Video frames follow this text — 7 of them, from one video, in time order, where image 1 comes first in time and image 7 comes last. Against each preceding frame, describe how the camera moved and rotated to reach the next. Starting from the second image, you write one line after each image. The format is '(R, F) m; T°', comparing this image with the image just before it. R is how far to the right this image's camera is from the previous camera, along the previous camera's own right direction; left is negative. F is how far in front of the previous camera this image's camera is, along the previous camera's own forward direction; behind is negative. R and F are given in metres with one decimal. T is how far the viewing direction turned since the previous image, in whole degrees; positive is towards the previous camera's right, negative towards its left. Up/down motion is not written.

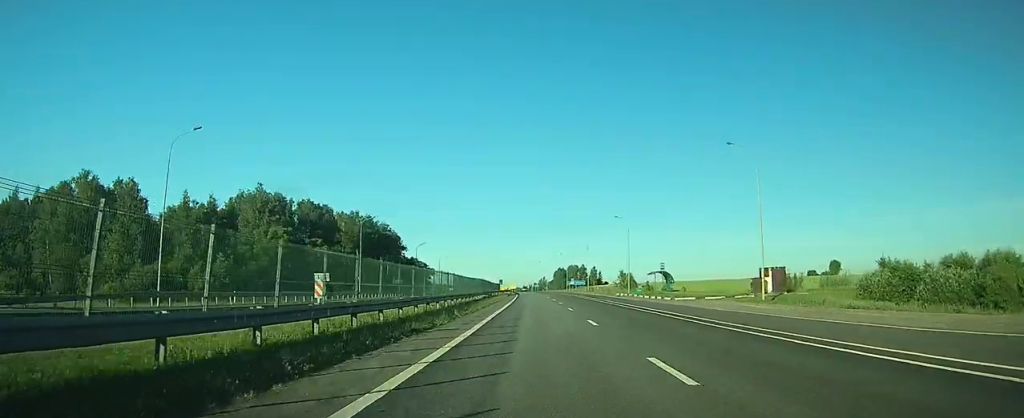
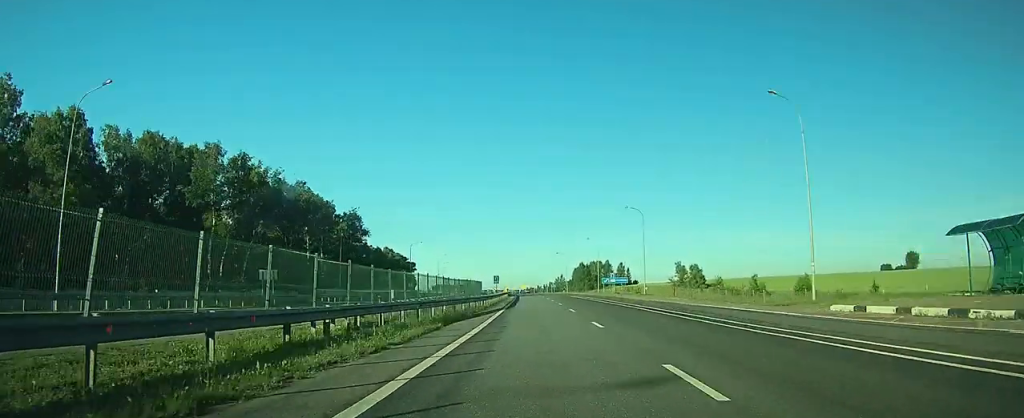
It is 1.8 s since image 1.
(-0.2, +60.9) m; 0°
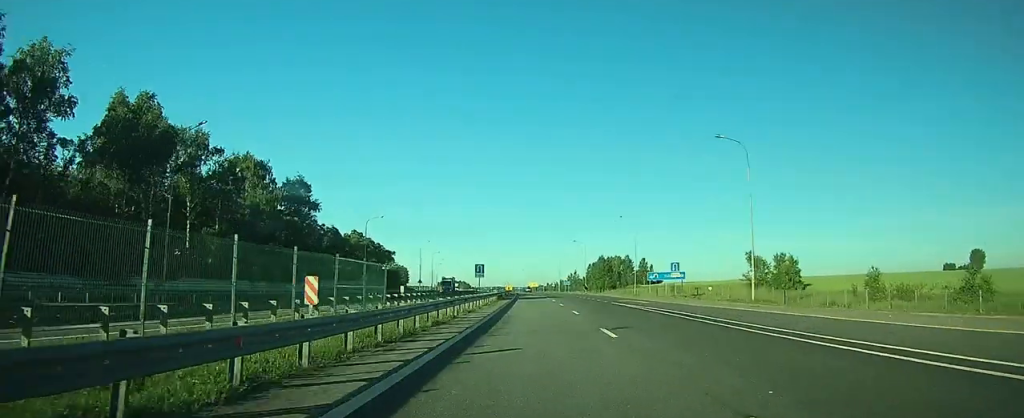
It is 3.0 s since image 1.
(-0.2, +40.2) m; -1°
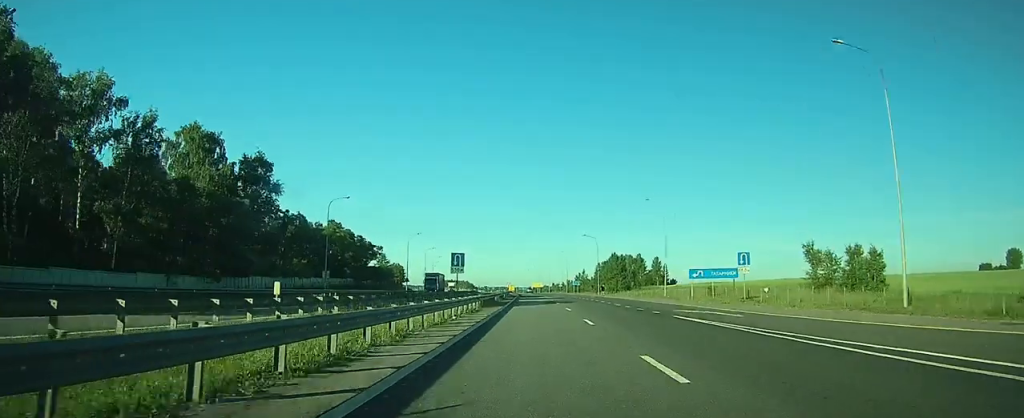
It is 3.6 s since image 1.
(-0.2, +18.9) m; -1°
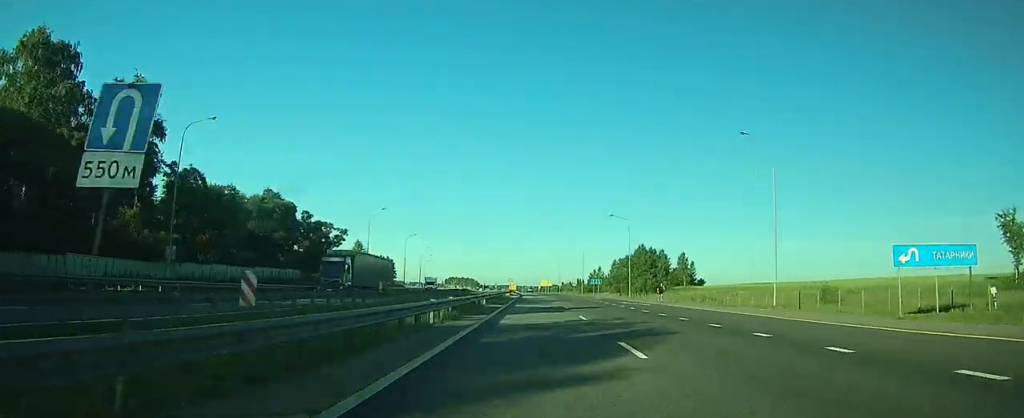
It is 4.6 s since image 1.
(-0.4, +33.4) m; -1°
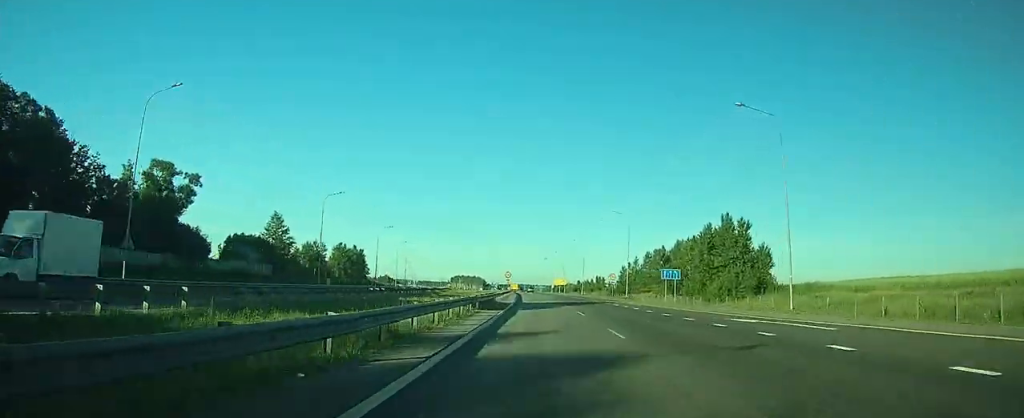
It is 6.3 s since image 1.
(-0.7, +55.4) m; -1°
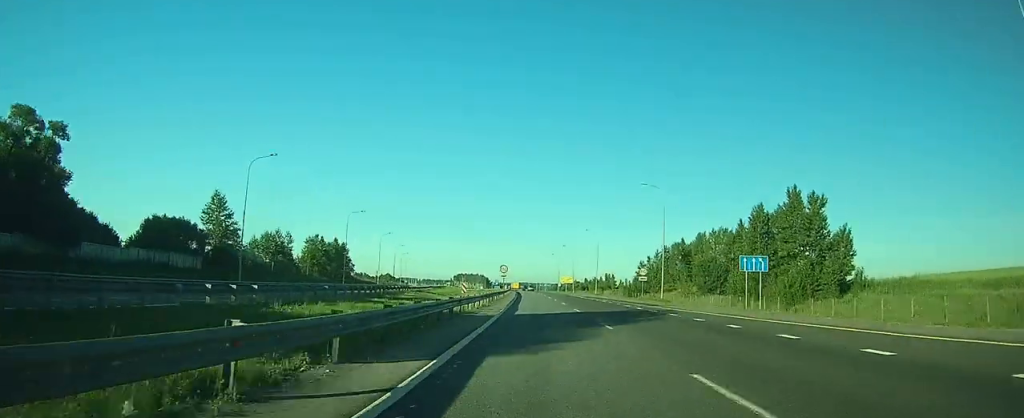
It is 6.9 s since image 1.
(-0.1, +21.0) m; 0°
